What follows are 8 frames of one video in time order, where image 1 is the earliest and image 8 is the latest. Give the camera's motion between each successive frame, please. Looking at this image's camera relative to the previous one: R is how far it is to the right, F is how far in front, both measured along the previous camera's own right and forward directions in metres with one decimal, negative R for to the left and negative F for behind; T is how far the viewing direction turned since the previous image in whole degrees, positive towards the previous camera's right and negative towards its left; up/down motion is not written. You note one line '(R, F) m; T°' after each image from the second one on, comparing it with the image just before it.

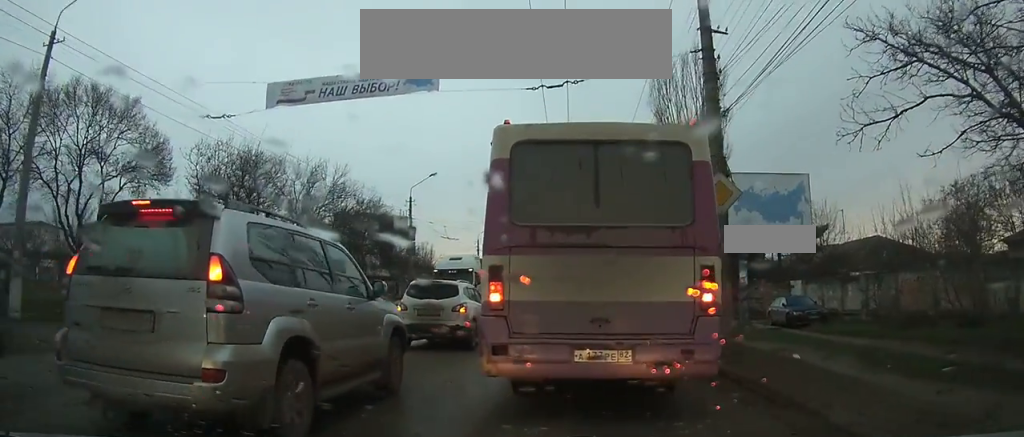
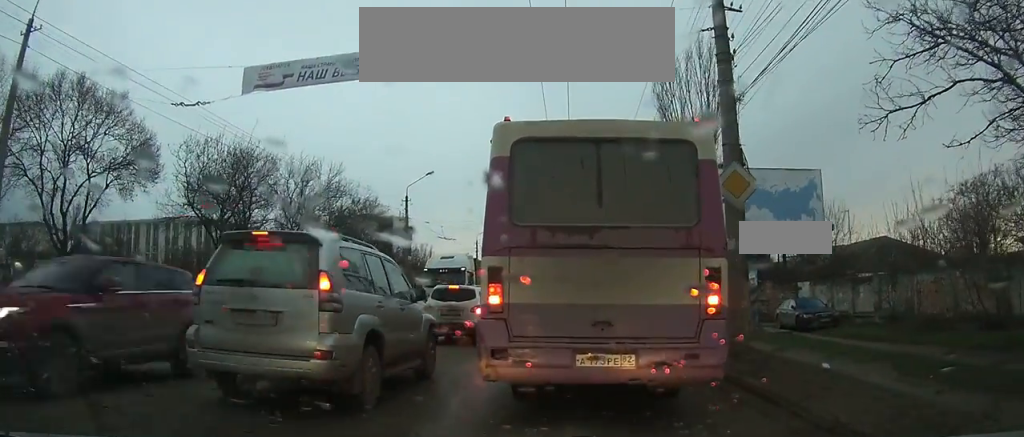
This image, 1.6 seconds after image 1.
(0.0, +2.0) m; 0°
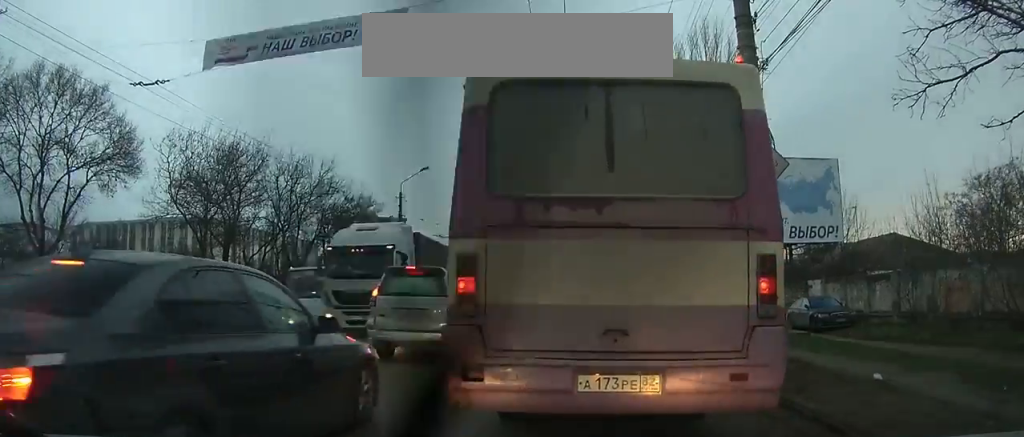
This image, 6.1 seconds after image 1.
(+0.1, +3.5) m; +3°
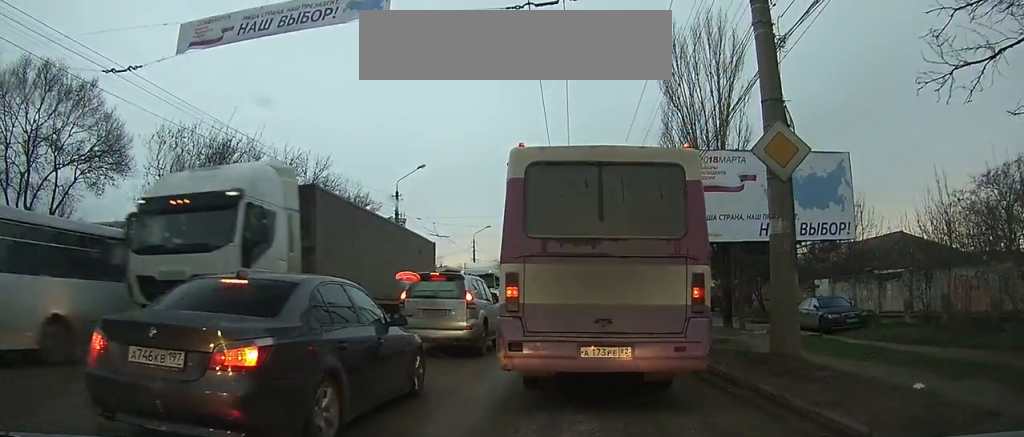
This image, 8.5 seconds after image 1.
(0.0, +1.7) m; 0°
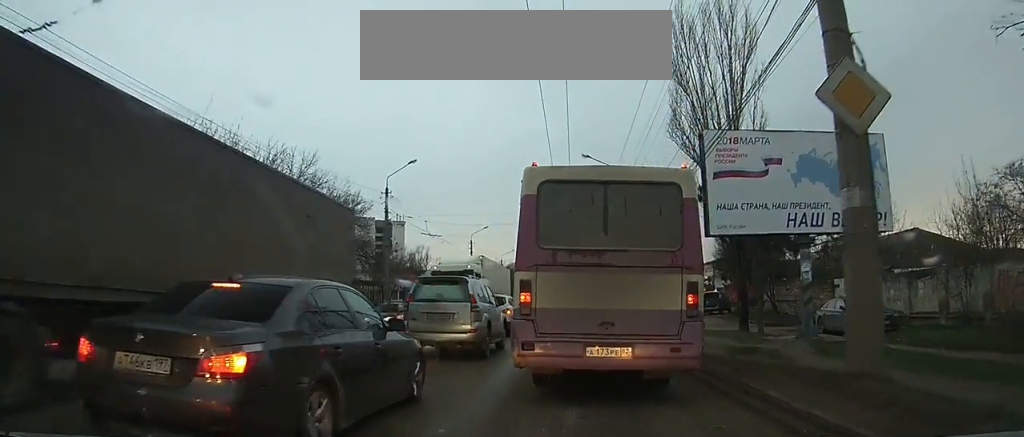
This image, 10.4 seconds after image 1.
(0.0, +1.5) m; 0°
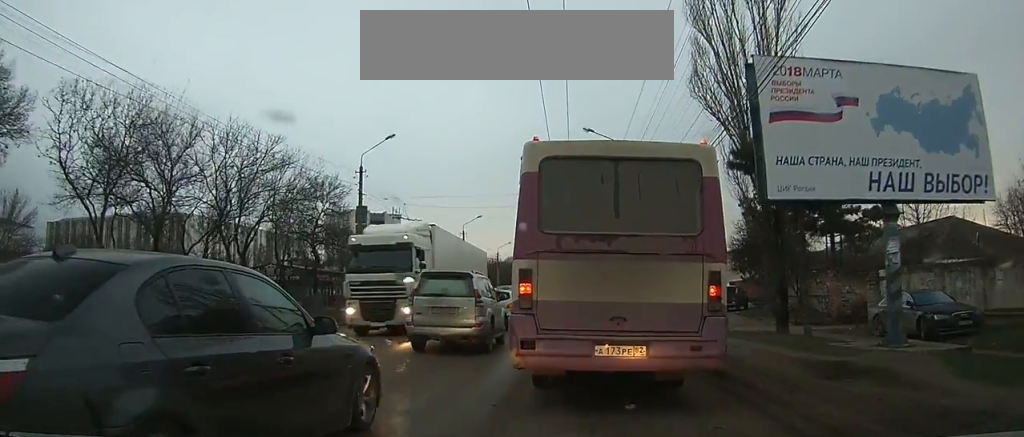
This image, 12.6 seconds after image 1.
(0.0, +2.4) m; +1°
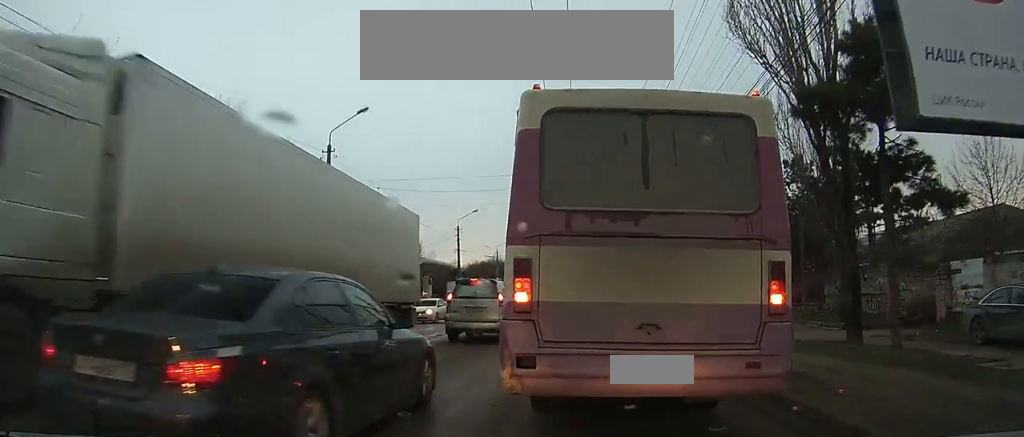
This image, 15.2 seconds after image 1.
(0.0, +2.9) m; 0°
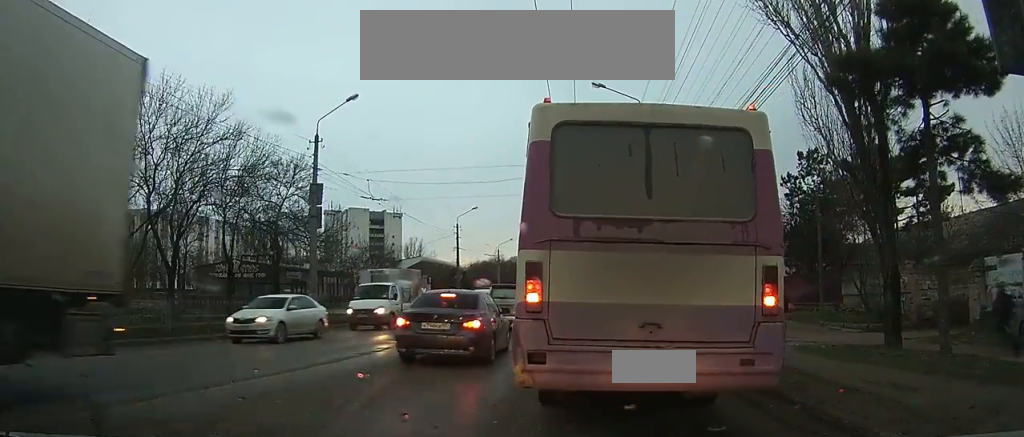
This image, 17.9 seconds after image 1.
(0.0, +3.1) m; -3°
